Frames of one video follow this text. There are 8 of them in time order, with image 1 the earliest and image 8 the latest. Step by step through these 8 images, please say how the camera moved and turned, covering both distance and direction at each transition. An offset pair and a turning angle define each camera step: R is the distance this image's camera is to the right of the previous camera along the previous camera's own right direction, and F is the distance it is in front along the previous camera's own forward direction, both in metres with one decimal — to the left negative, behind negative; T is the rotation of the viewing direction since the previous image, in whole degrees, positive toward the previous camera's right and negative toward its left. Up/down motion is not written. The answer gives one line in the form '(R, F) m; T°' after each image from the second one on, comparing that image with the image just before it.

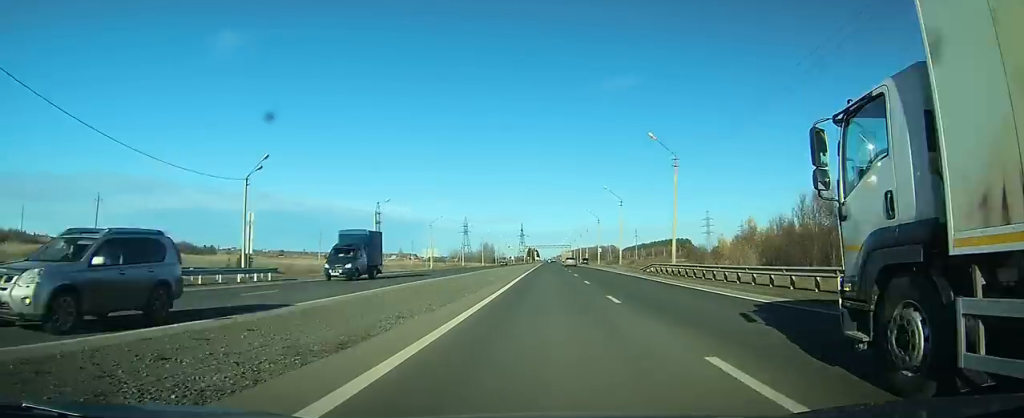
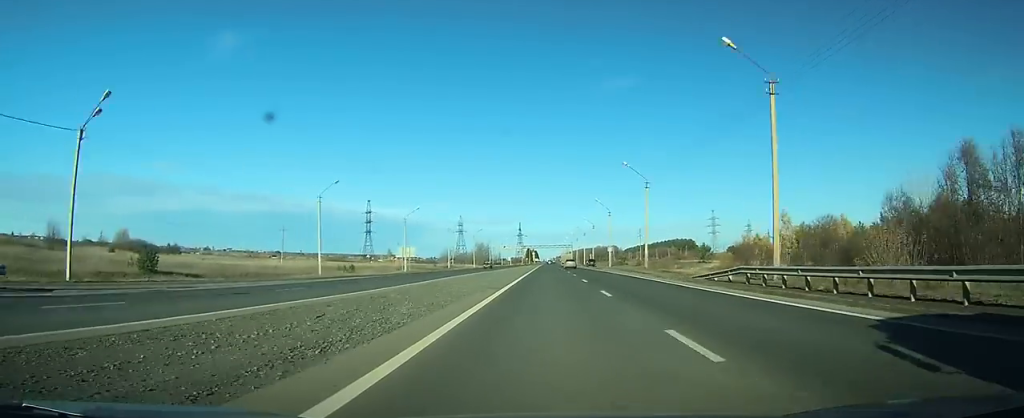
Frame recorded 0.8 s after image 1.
(0.0, +21.5) m; 0°
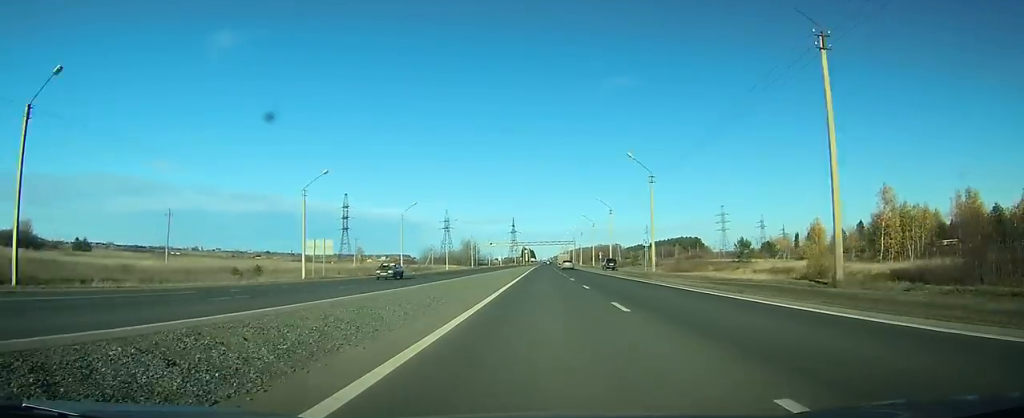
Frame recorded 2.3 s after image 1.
(0.0, +41.1) m; 0°
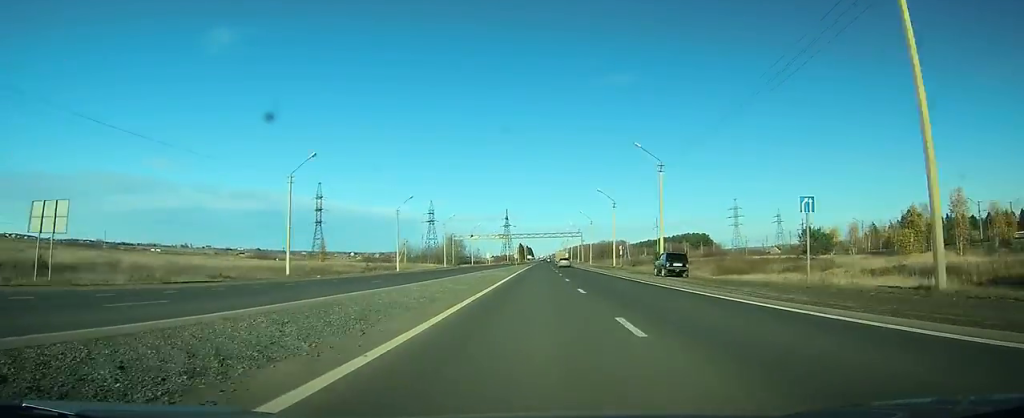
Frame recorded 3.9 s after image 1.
(+0.1, +40.8) m; 0°
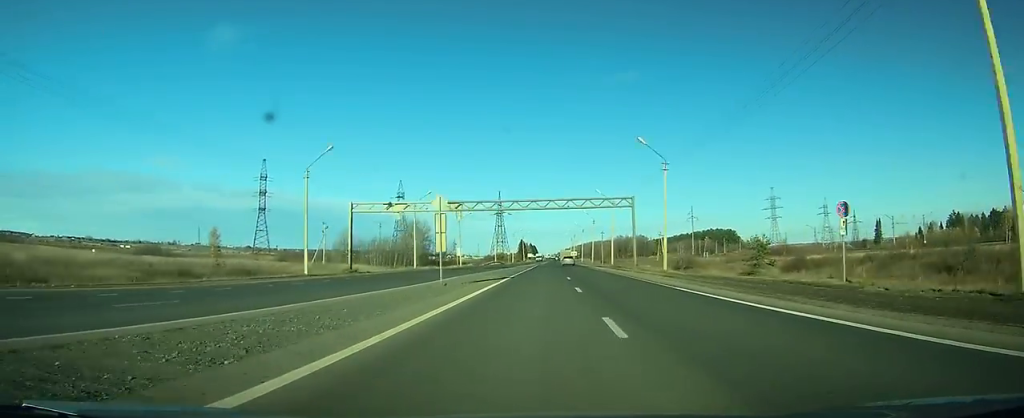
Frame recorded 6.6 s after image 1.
(+0.2, +72.4) m; 0°
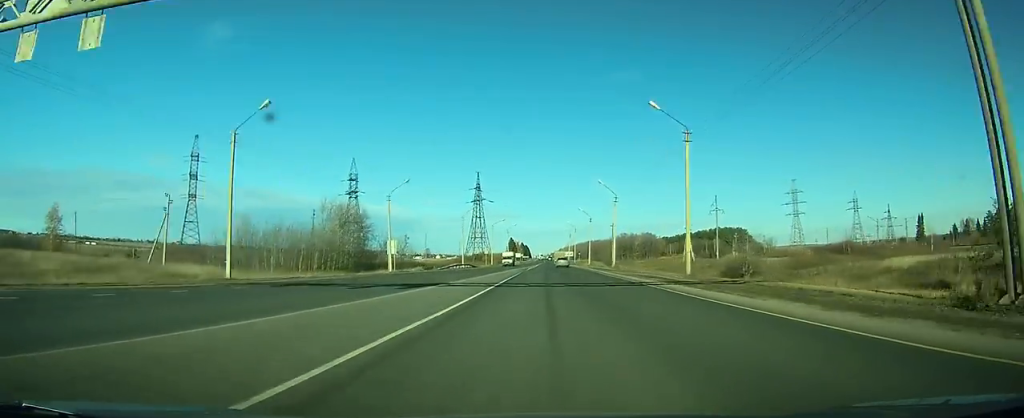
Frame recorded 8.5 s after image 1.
(0.0, +49.3) m; 0°
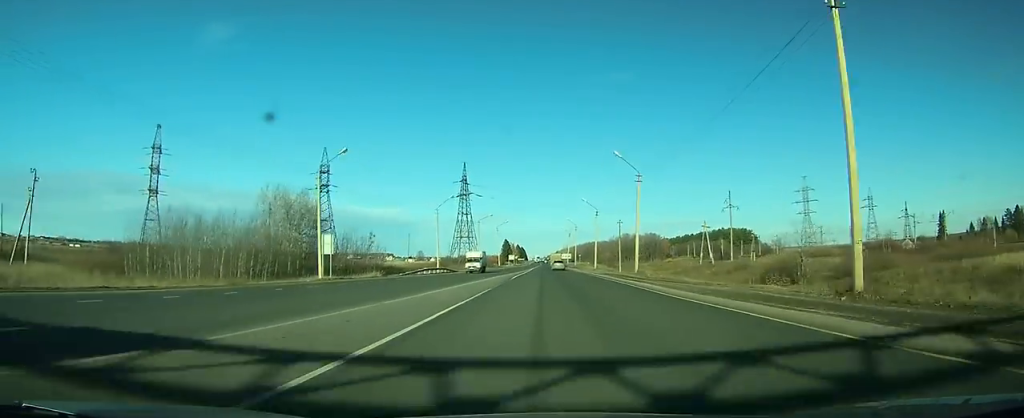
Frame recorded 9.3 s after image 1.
(-0.1, +21.0) m; 0°
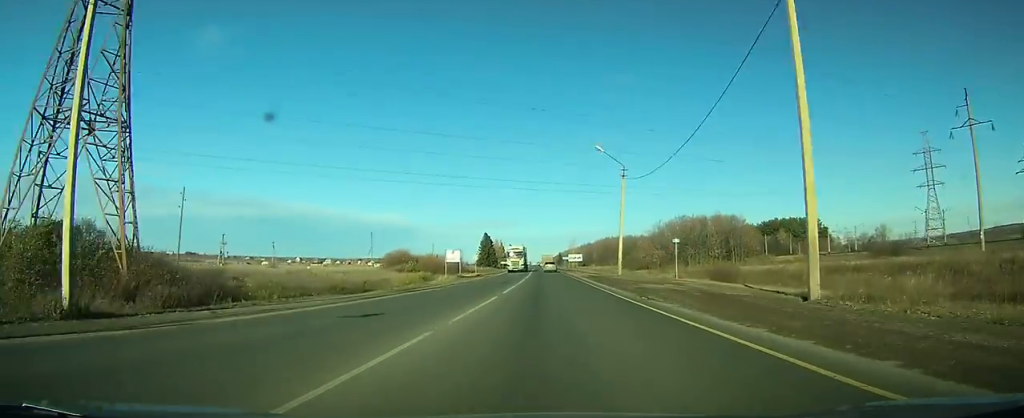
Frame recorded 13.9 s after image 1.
(+0.5, +123.0) m; 0°
